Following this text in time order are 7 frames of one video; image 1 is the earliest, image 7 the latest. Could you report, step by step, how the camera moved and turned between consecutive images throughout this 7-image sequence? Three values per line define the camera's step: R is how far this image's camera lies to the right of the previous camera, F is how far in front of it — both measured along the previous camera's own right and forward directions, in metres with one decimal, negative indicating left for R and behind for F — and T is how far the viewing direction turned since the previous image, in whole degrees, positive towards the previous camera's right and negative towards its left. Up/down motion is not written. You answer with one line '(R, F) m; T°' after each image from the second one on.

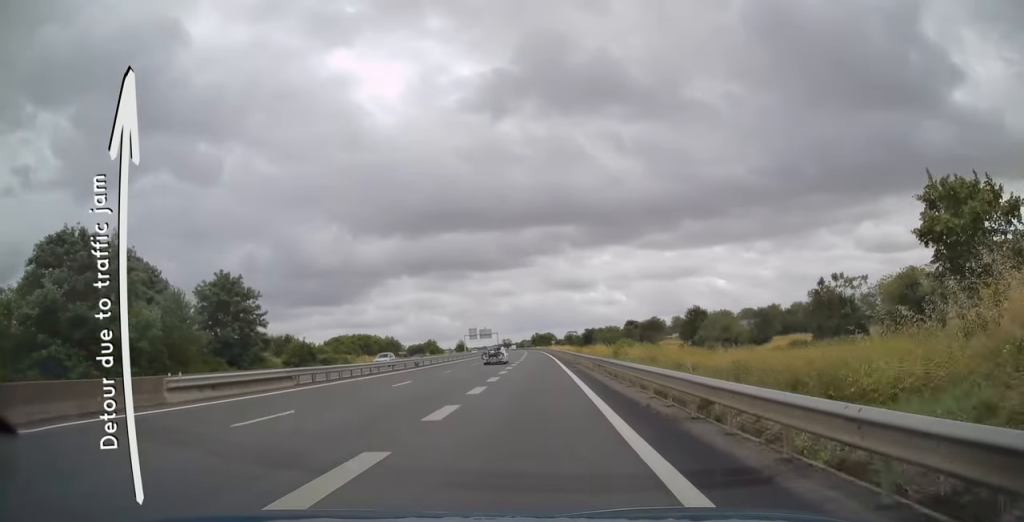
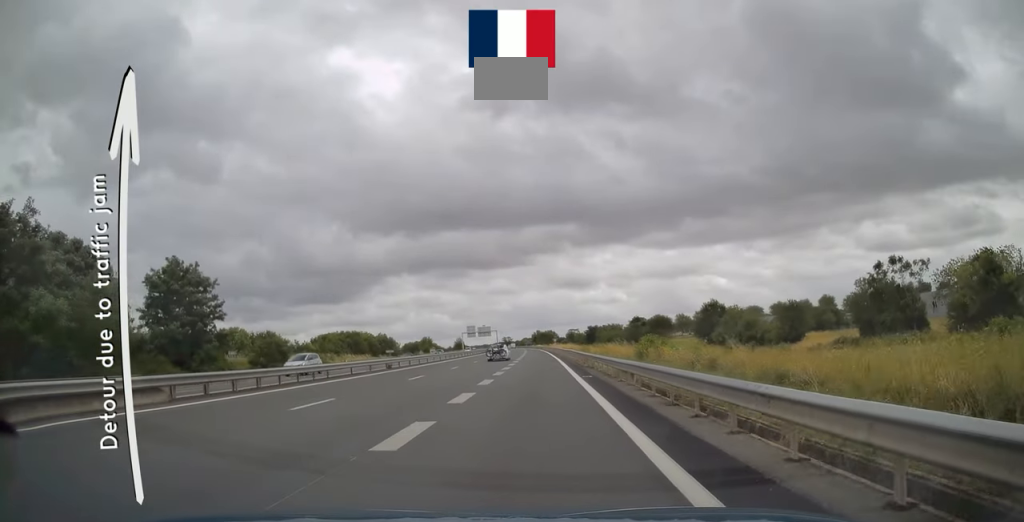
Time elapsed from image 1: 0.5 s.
(+0.1, +9.8) m; 0°
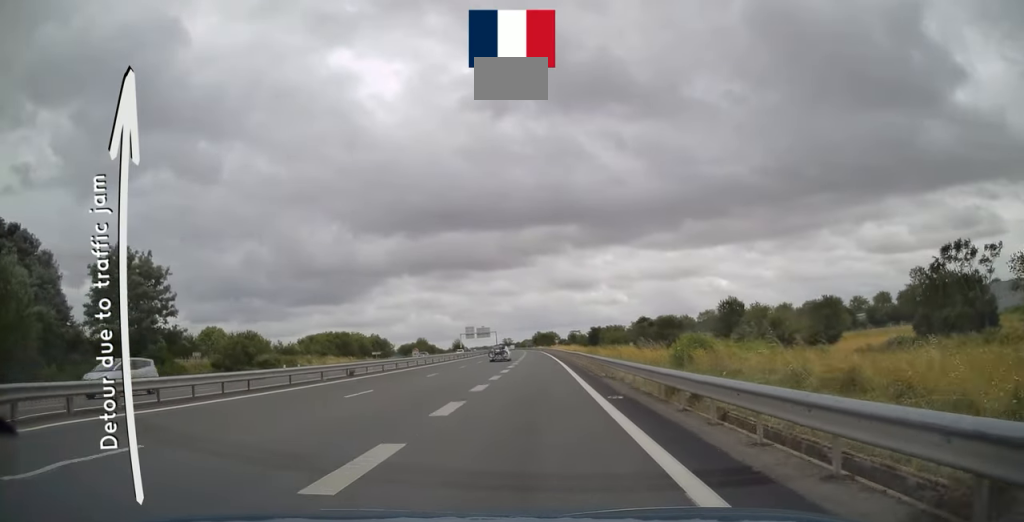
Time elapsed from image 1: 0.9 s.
(+0.1, +8.5) m; 0°
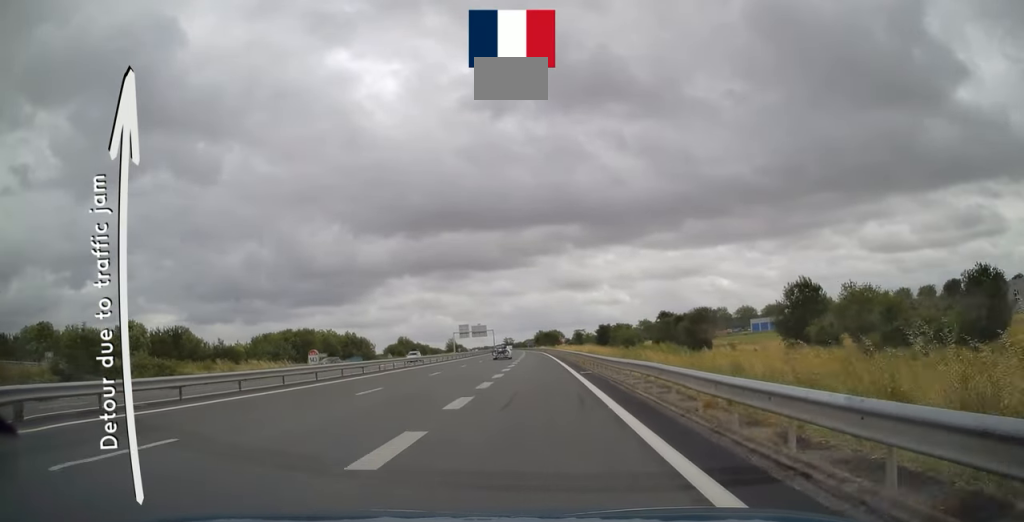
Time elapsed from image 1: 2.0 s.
(+0.1, +24.3) m; 0°
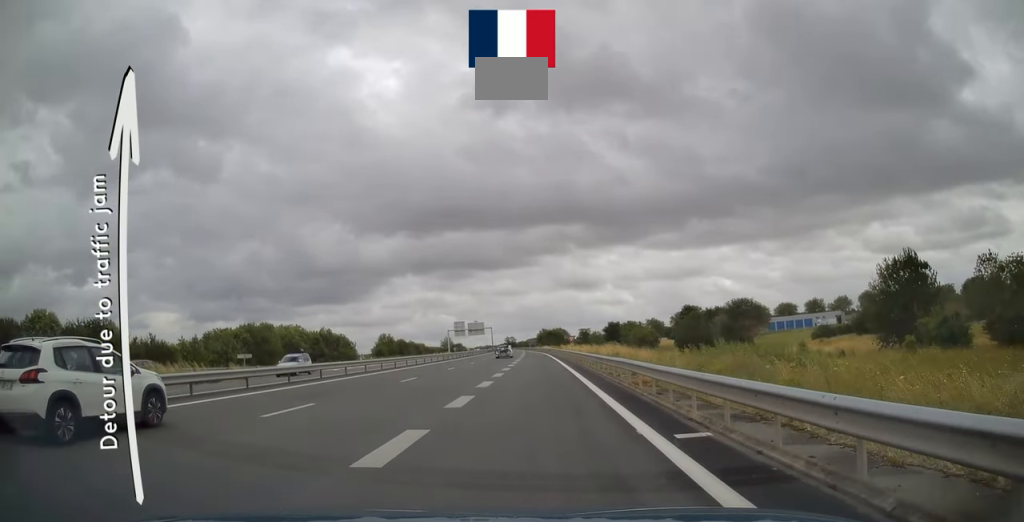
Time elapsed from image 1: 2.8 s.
(0.0, +19.5) m; 0°
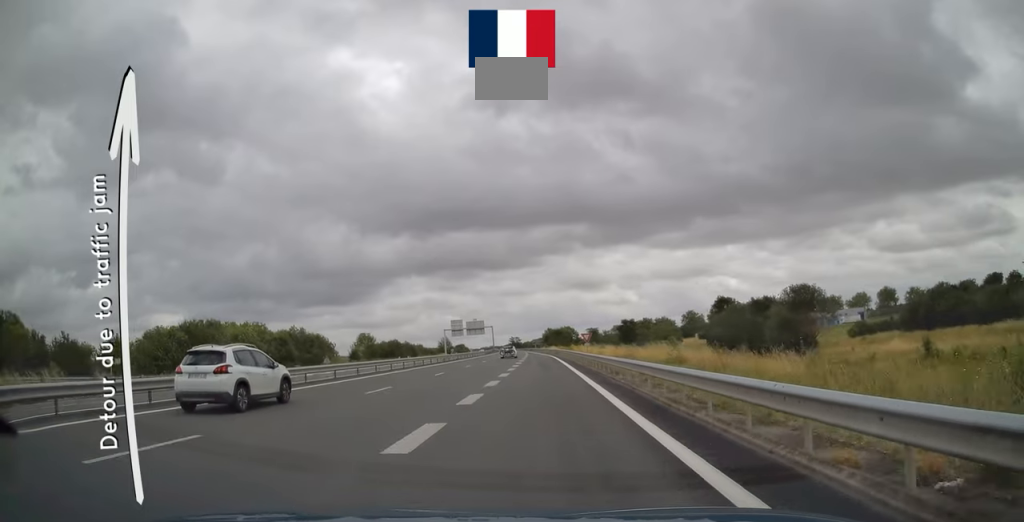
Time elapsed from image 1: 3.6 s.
(0.0, +18.7) m; -1°
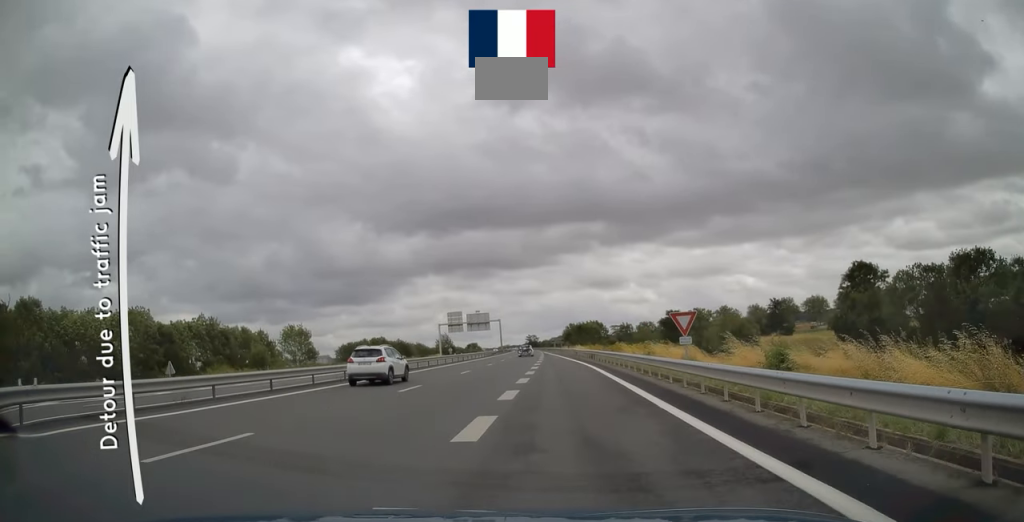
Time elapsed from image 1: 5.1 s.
(-0.5, +38.3) m; -1°
